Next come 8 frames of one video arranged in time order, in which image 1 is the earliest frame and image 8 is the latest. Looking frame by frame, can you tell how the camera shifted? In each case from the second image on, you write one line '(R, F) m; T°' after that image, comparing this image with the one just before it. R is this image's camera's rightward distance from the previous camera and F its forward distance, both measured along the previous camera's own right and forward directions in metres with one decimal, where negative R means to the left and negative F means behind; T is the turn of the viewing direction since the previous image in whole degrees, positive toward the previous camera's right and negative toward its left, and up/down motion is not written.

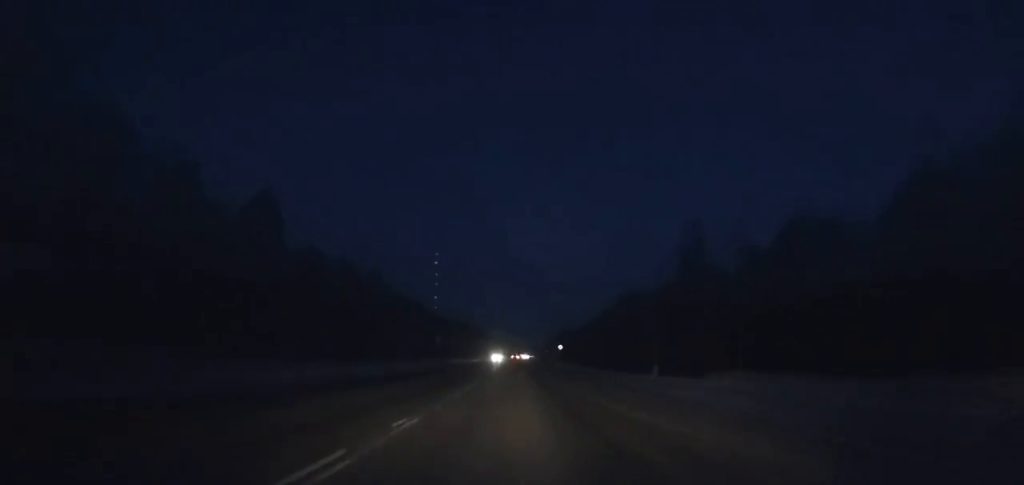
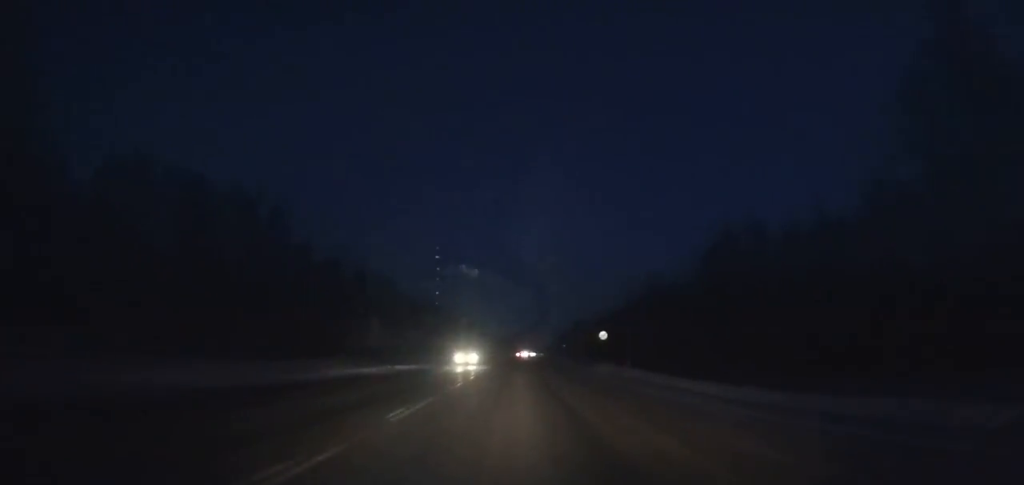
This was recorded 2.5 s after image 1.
(-0.2, +44.0) m; 0°
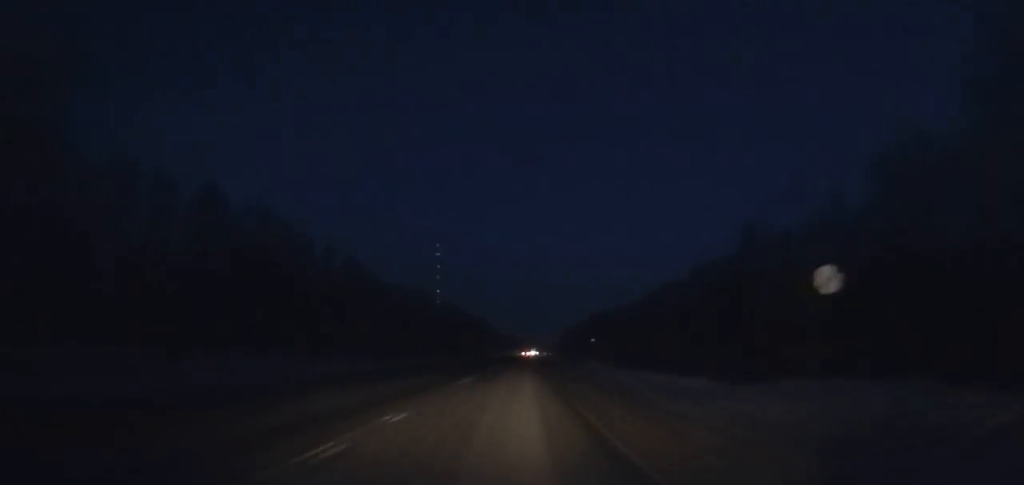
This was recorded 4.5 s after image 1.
(0.0, +36.3) m; 0°
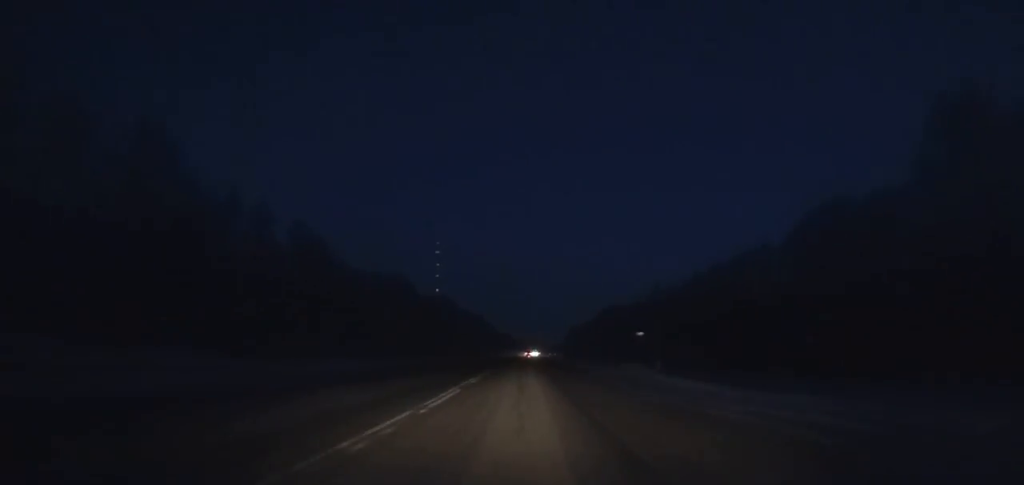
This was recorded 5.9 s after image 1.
(+0.2, +26.1) m; 0°
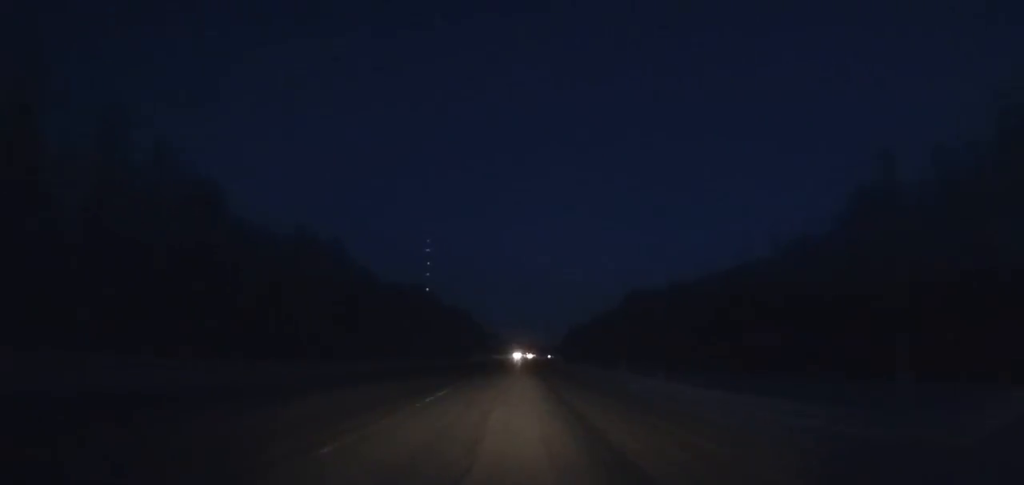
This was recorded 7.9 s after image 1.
(+0.1, +37.6) m; 0°
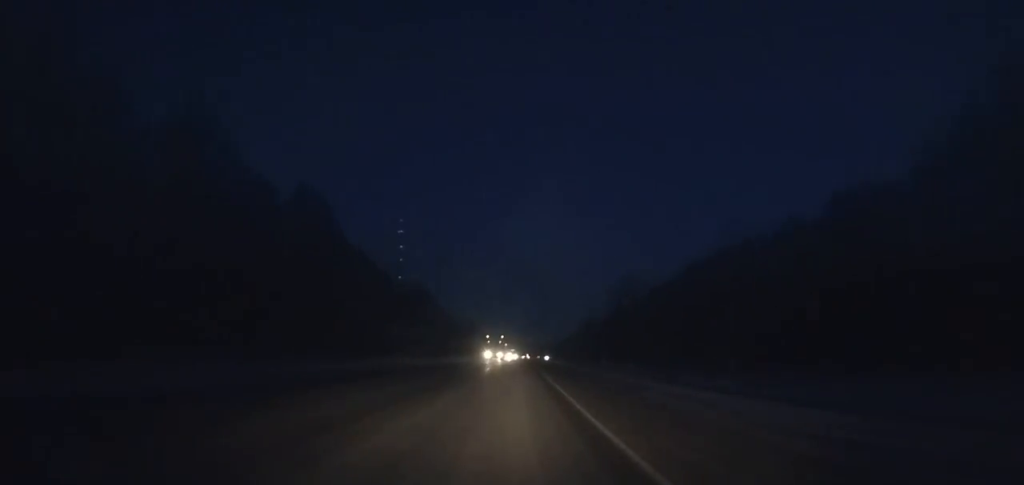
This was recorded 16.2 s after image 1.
(+1.8, +161.0) m; +2°
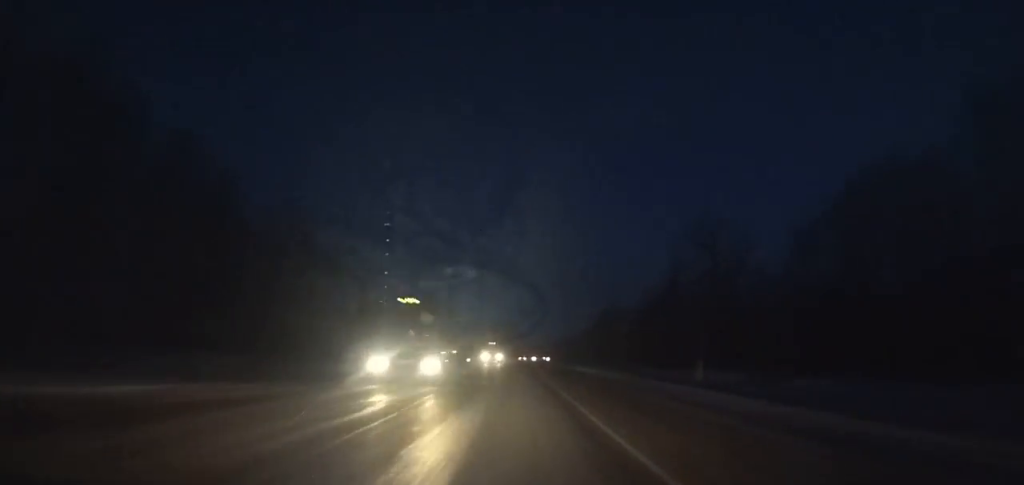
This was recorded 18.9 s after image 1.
(+0.2, +53.8) m; 0°
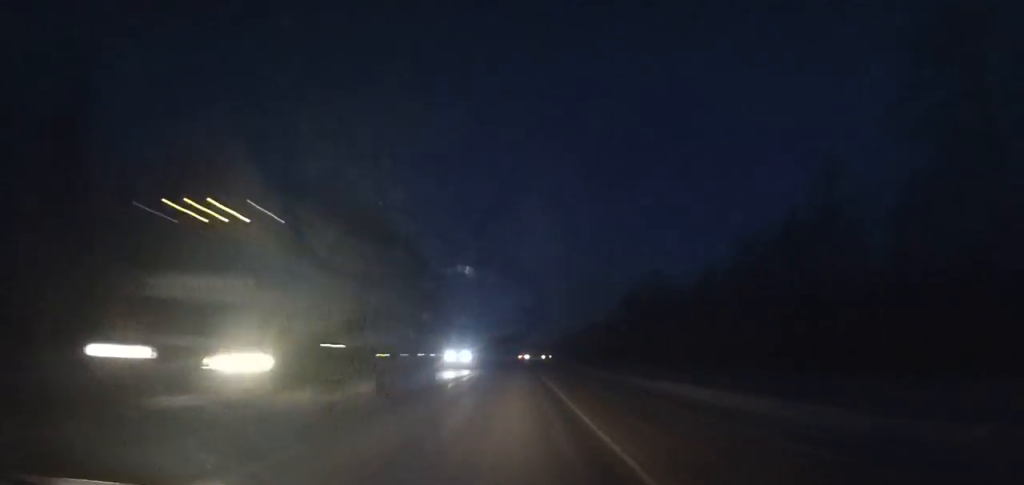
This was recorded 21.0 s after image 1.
(-0.1, +42.7) m; 0°
